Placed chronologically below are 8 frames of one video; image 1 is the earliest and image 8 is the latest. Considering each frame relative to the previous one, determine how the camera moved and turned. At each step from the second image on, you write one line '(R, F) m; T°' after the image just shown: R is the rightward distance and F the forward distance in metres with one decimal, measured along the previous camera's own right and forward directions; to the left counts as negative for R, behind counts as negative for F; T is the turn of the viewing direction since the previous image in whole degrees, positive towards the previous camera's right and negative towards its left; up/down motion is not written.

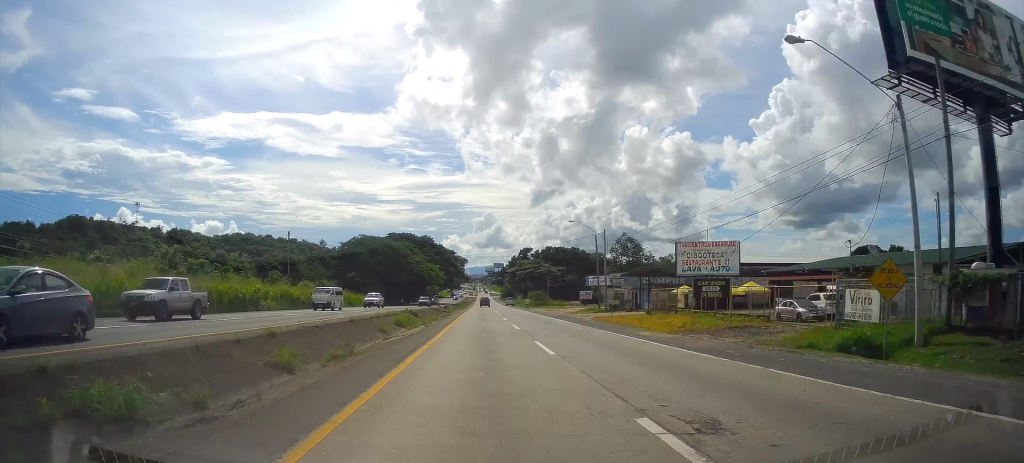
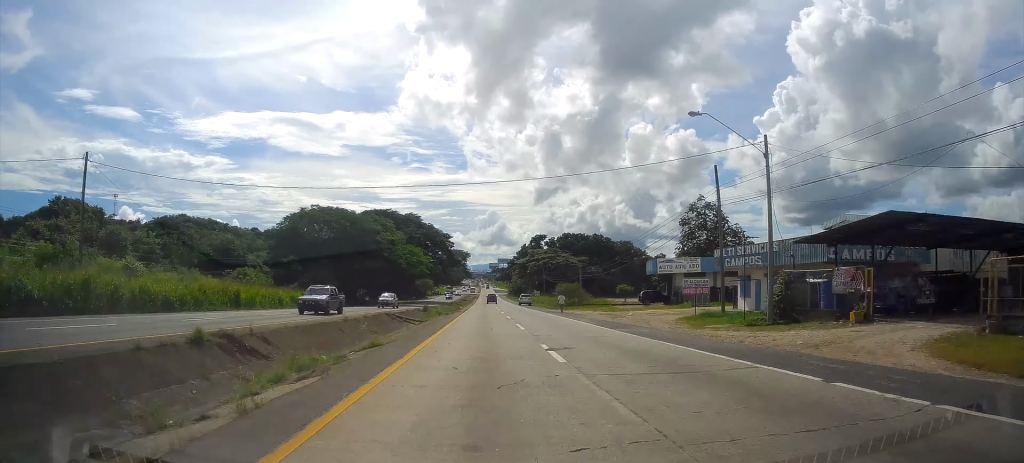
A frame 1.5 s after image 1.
(-0.1, +36.9) m; 0°
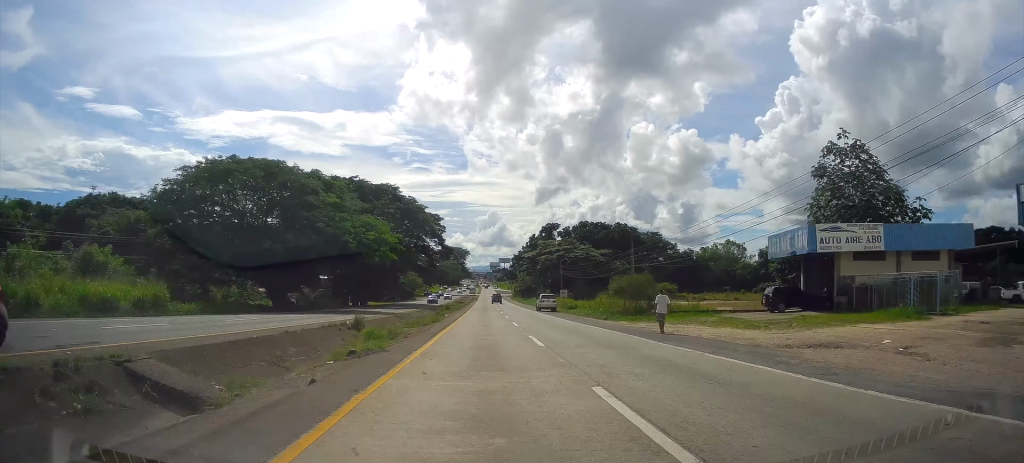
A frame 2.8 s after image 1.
(0.0, +30.9) m; 0°
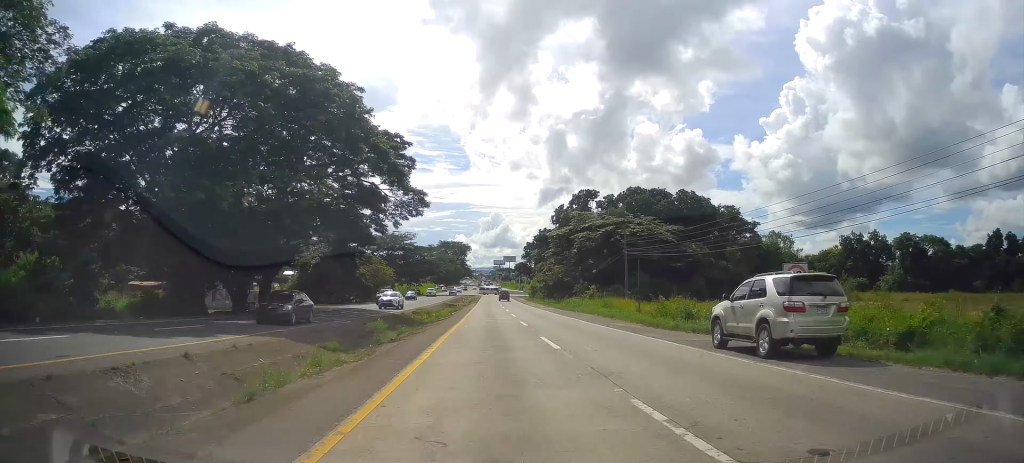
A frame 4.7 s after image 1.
(0.0, +47.8) m; 0°
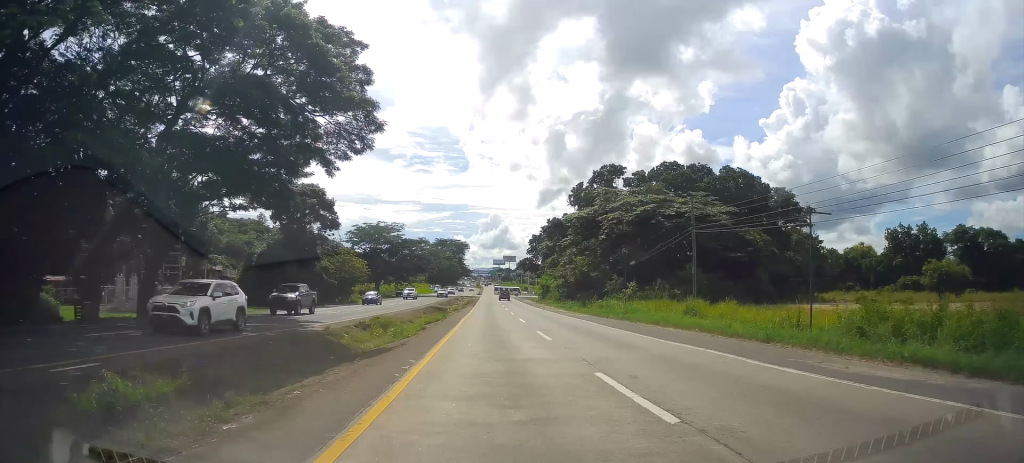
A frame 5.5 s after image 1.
(-0.1, +20.9) m; 0°
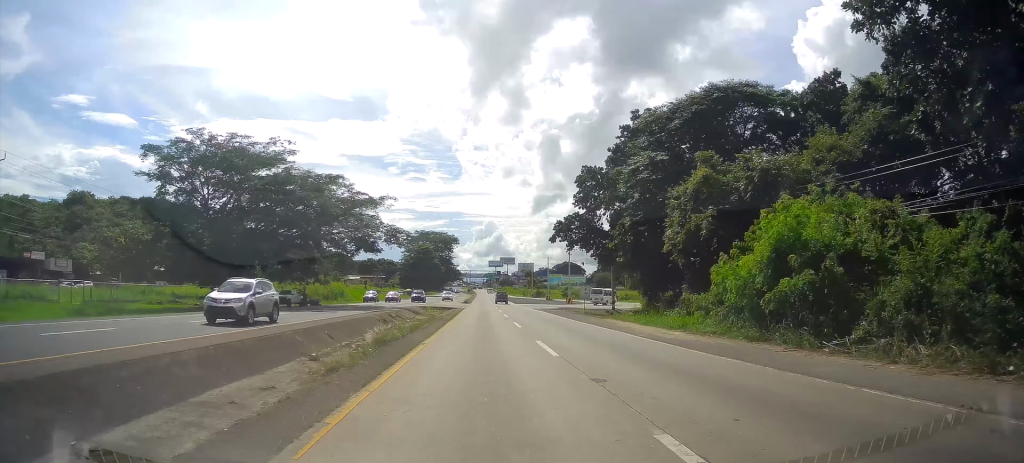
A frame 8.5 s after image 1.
(+0.6, +75.3) m; +1°
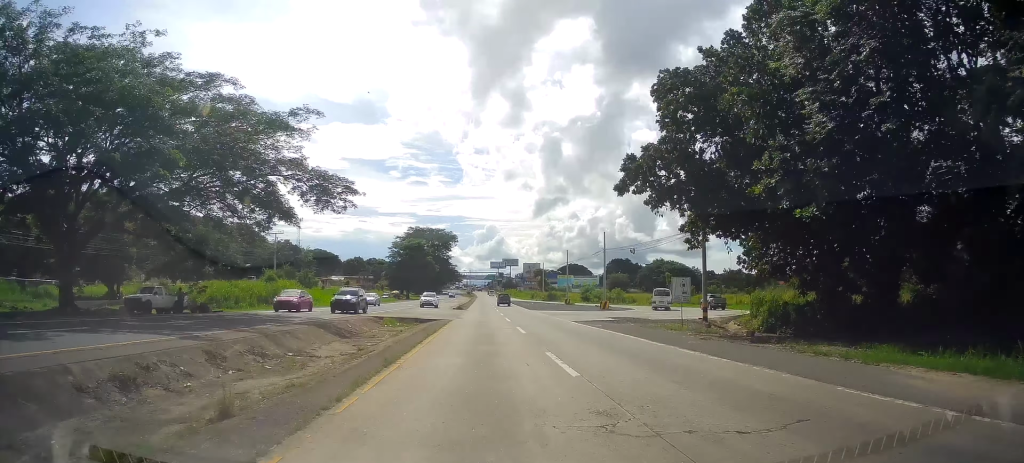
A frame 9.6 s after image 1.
(0.0, +27.1) m; 0°
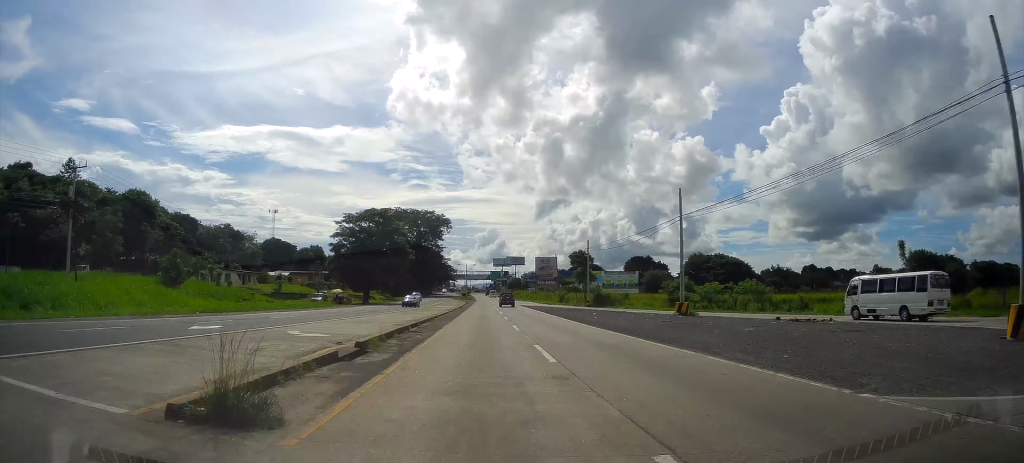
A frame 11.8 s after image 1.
(-0.5, +56.0) m; 0°
